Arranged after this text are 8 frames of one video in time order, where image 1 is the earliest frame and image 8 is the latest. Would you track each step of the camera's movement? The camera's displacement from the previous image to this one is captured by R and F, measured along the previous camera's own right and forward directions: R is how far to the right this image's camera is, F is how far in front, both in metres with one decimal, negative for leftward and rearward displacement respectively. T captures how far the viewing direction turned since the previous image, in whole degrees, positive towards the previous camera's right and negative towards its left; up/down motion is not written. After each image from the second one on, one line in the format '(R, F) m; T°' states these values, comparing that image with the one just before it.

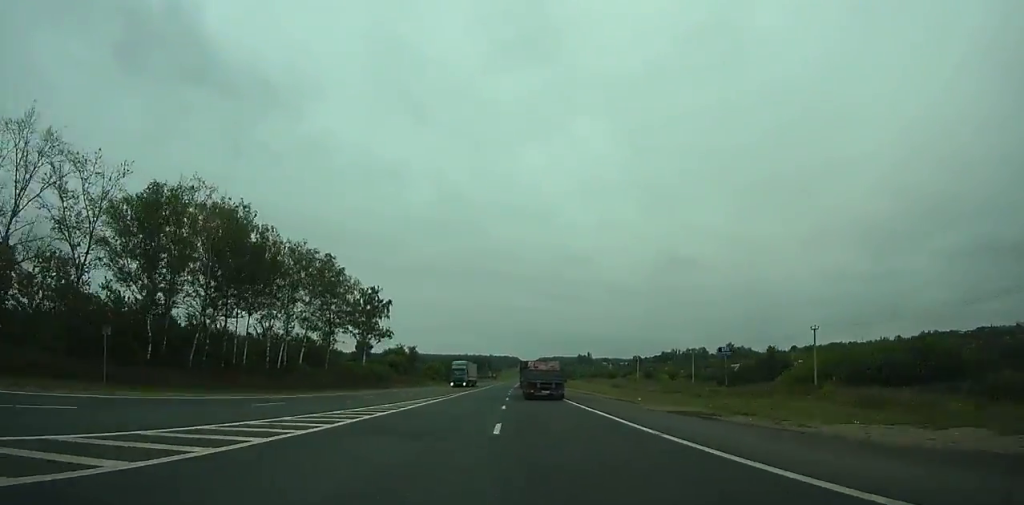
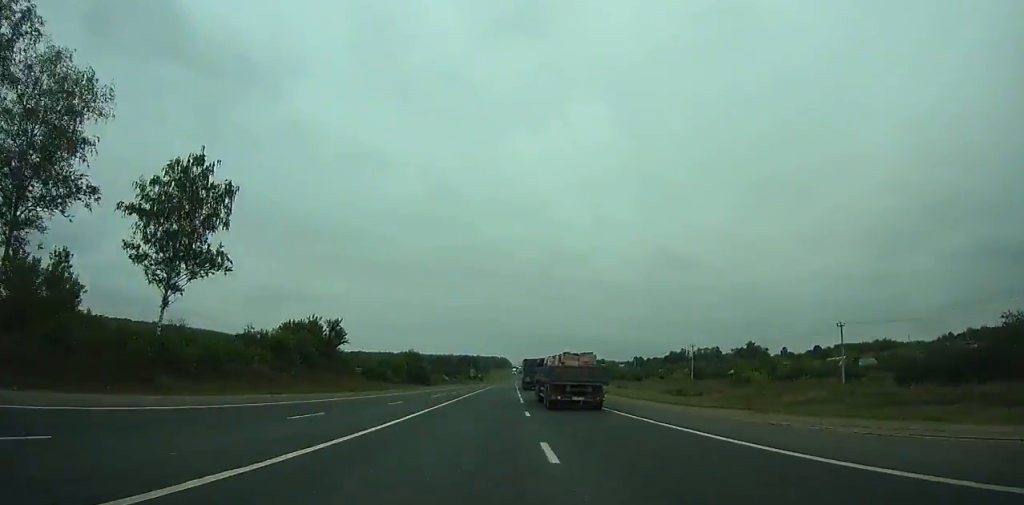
(-0.5, +63.0) m; 0°
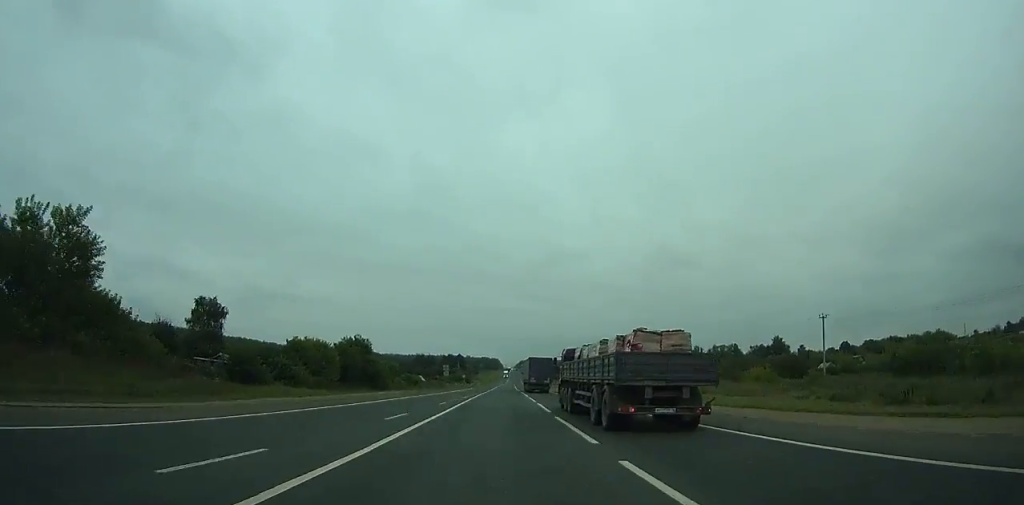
(+0.1, +57.1) m; +1°
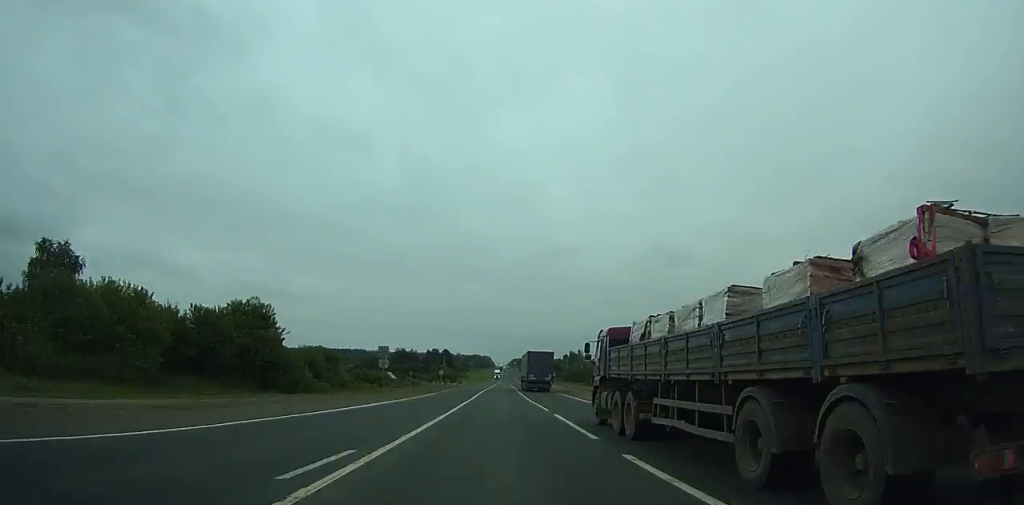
(+0.5, +46.1) m; +1°
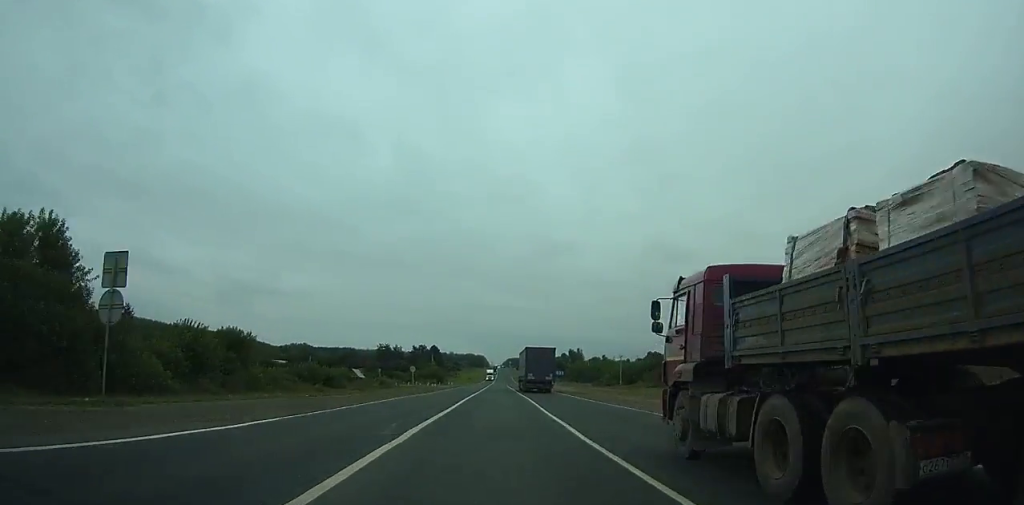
(-0.1, +35.3) m; +1°
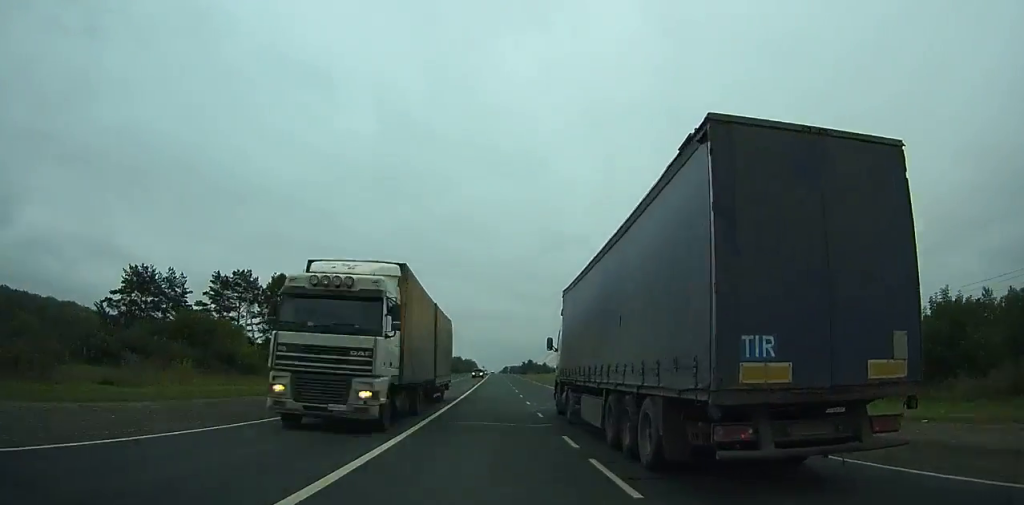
(+2.7, +215.3) m; +1°
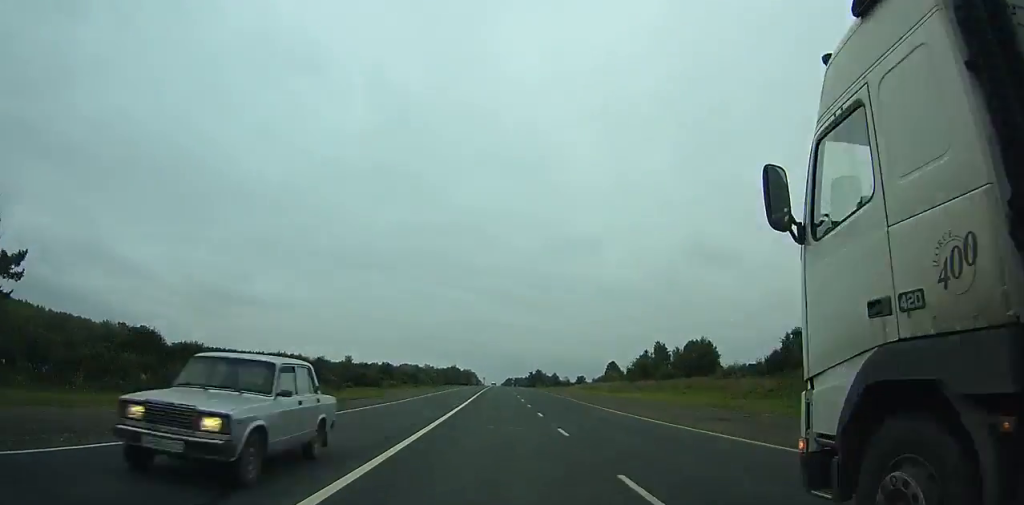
(+0.1, +76.1) m; 0°
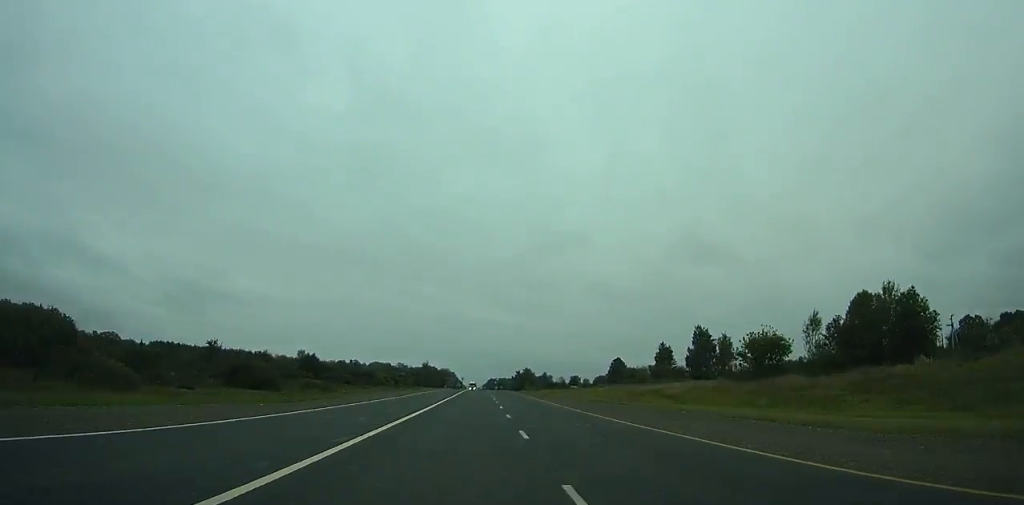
(0.0, +64.2) m; 0°
